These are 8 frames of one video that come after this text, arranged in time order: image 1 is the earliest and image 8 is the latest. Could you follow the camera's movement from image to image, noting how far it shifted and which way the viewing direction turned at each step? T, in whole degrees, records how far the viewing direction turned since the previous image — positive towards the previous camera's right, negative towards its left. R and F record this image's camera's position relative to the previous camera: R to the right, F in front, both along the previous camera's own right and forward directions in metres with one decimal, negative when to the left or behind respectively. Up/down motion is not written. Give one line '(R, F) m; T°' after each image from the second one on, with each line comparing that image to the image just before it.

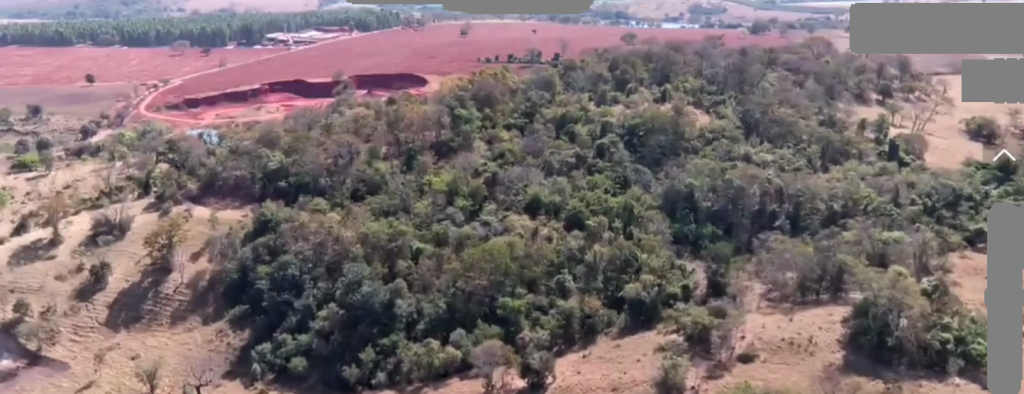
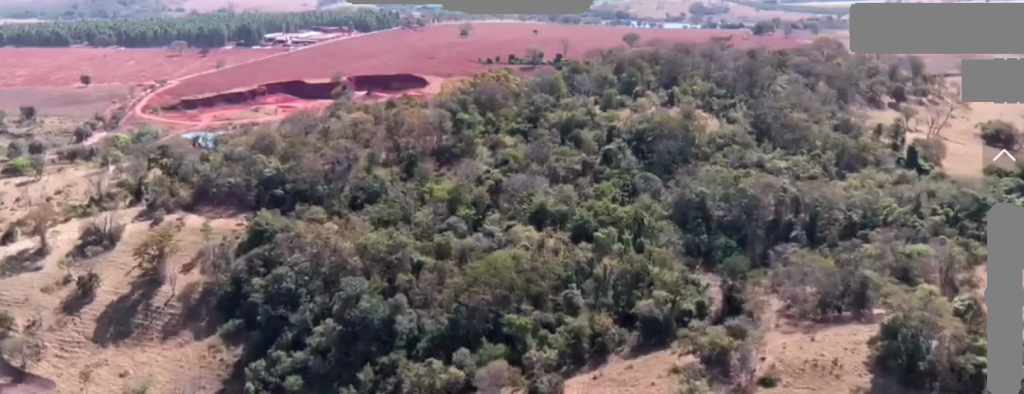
(0.0, +11.9) m; 0°
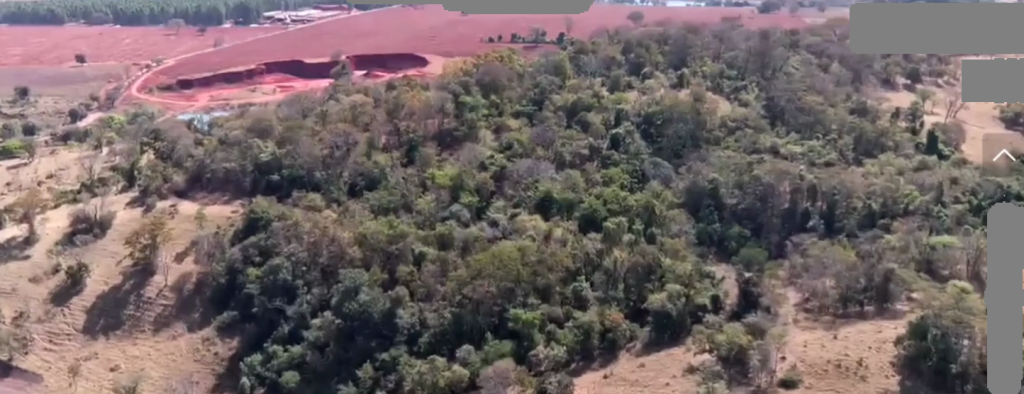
(0.0, +11.5) m; 0°
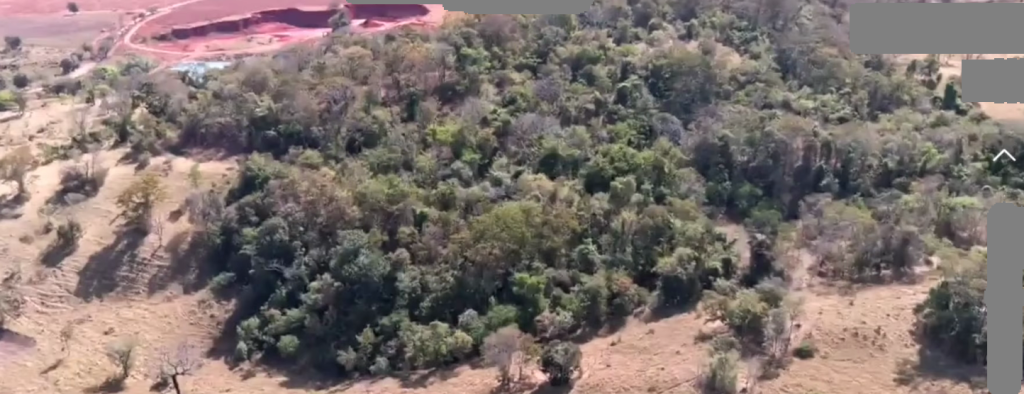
(0.0, +8.3) m; 0°
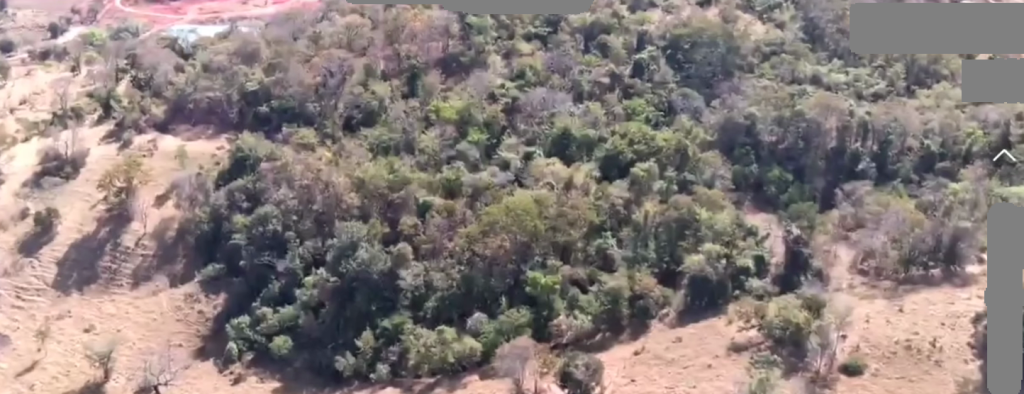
(-0.1, +18.5) m; 0°
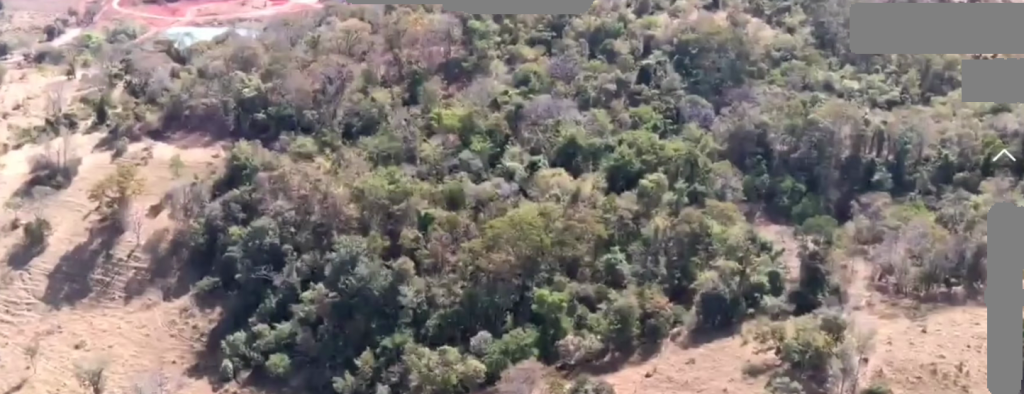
(0.0, +7.2) m; 0°
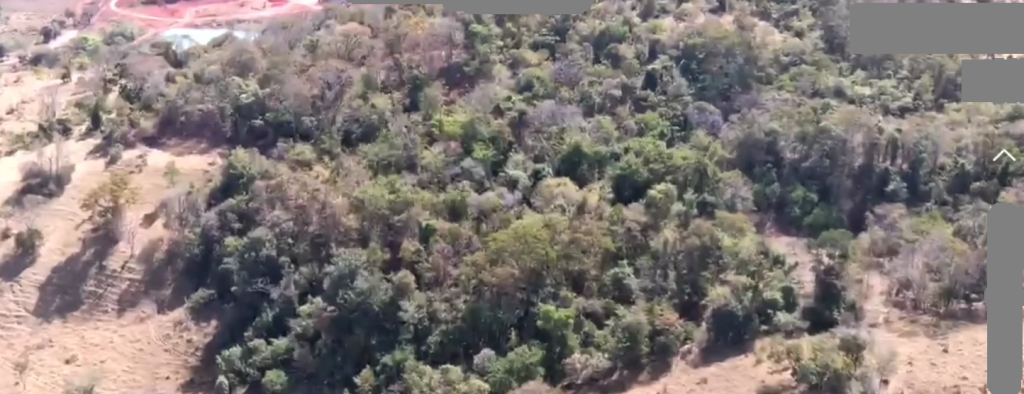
(0.0, +7.2) m; 0°
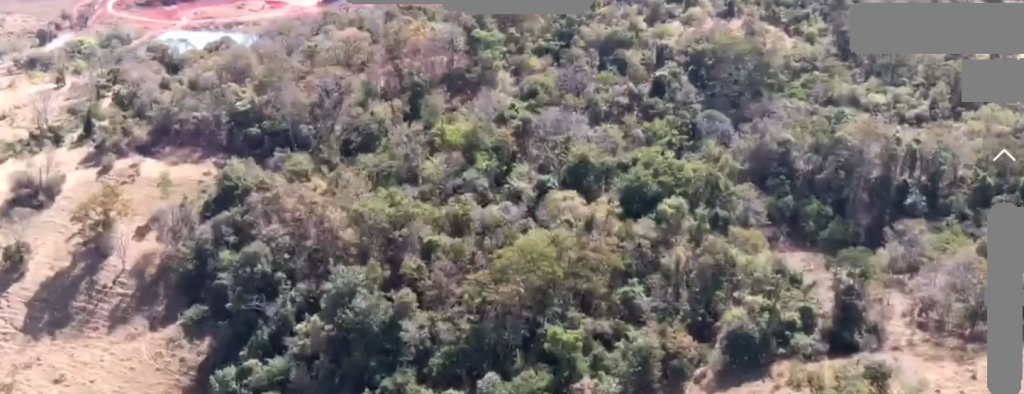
(0.0, +8.0) m; 0°
